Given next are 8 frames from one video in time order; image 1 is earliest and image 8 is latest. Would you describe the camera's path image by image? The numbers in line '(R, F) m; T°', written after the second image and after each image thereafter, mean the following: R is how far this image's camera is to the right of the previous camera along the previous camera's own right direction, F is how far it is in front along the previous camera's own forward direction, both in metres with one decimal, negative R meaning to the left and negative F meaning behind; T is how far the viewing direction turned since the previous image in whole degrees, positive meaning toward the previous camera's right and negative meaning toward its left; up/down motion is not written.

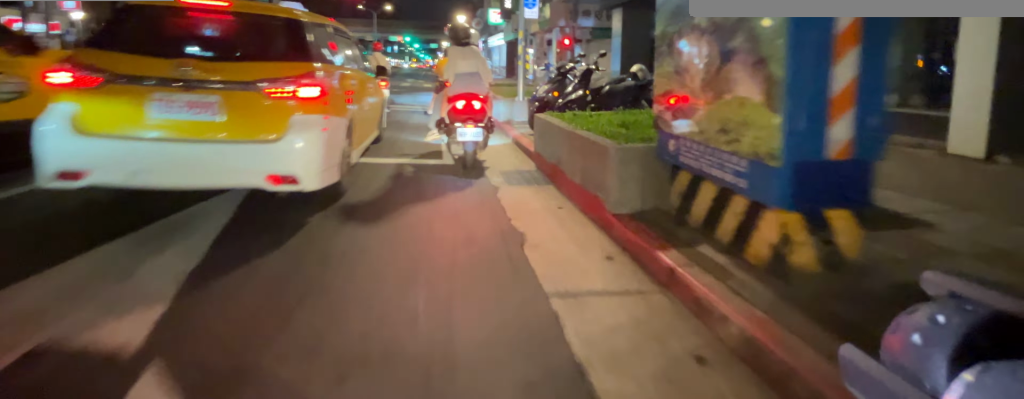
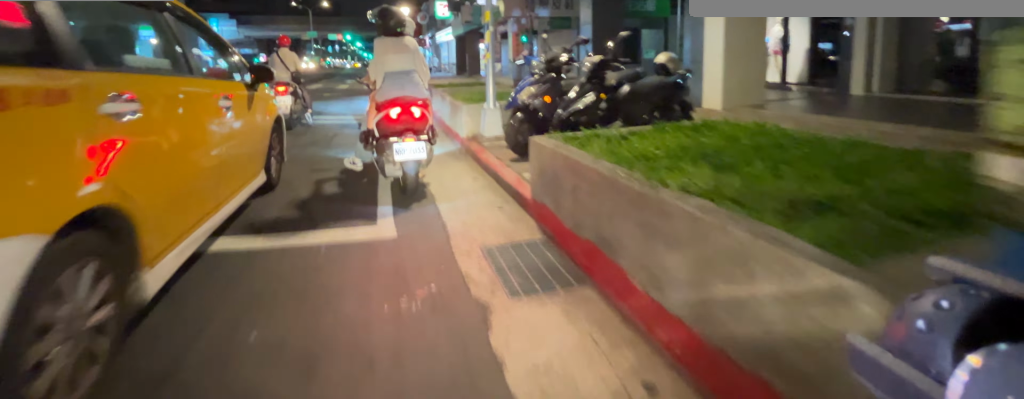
(0.0, +1.5) m; 0°
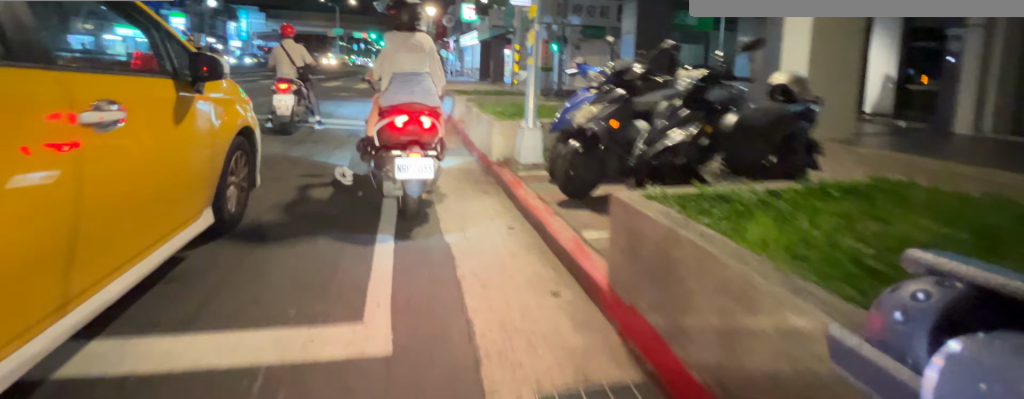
(0.0, +1.1) m; 0°
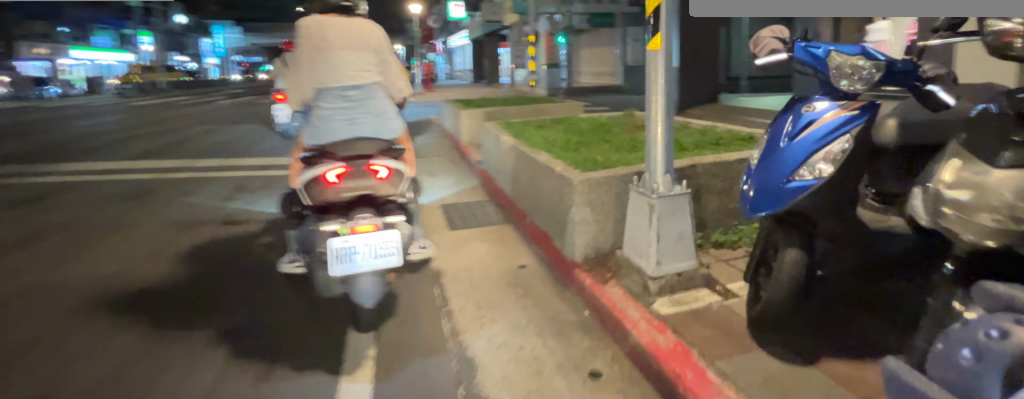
(0.0, +3.4) m; -1°
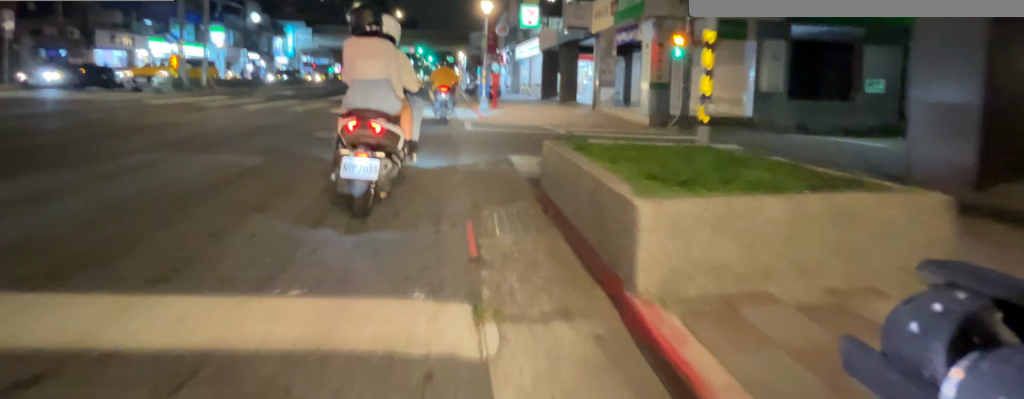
(-0.1, +3.9) m; -2°
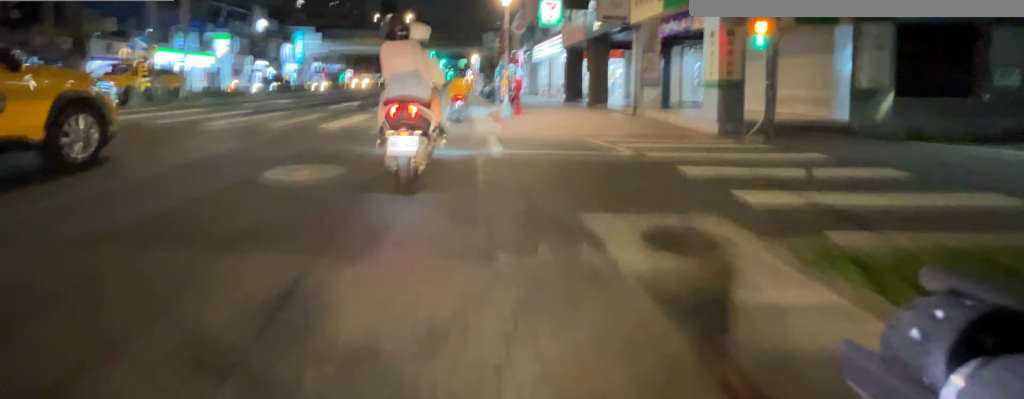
(0.0, +2.4) m; 0°
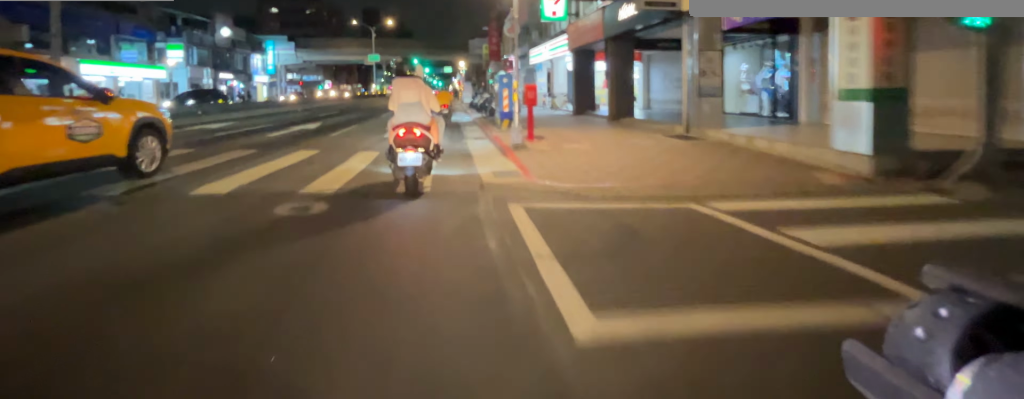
(0.0, +3.8) m; 0°
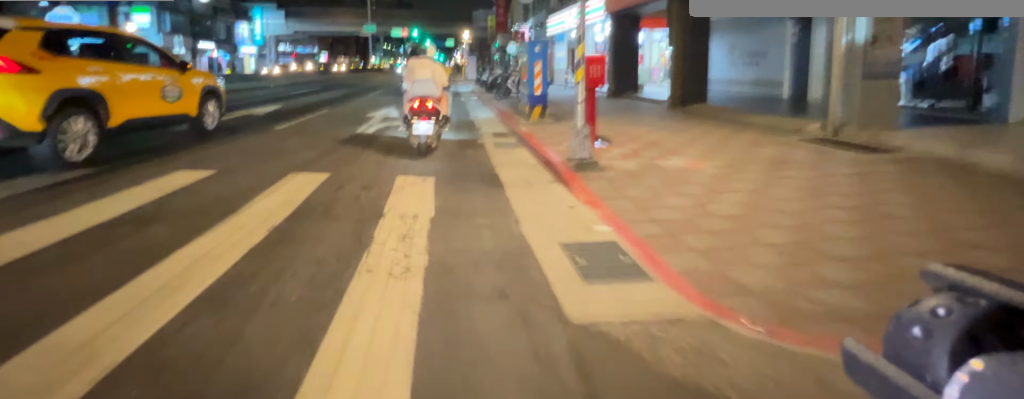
(0.0, +4.0) m; 0°
